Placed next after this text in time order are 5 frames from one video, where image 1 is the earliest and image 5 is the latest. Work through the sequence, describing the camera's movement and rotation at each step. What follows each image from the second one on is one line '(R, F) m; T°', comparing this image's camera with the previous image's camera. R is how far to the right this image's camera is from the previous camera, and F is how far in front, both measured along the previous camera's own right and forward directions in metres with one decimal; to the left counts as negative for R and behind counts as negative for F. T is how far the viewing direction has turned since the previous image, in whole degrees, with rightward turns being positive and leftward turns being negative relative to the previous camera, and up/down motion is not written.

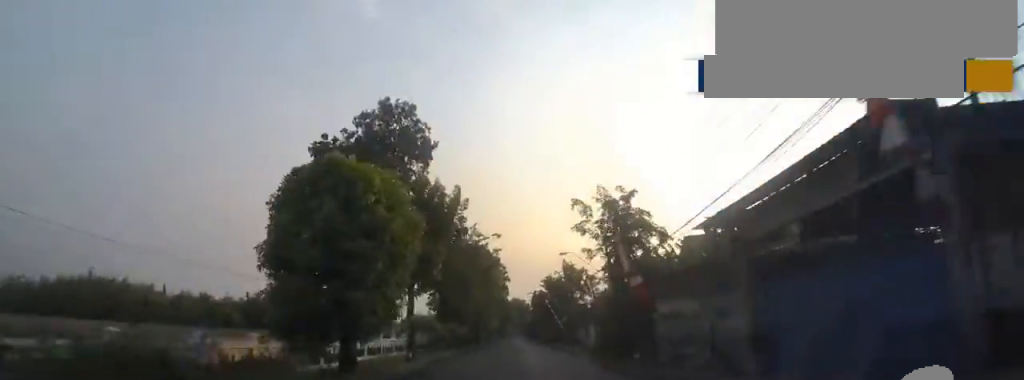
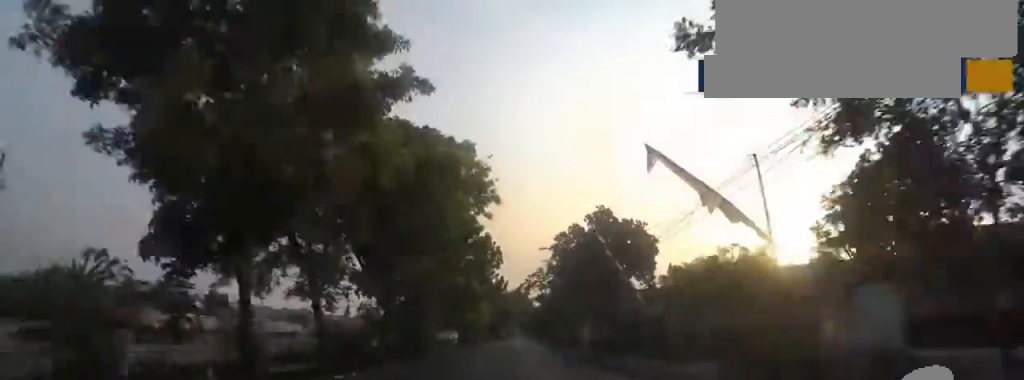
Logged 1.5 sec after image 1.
(+0.3, +38.2) m; 0°
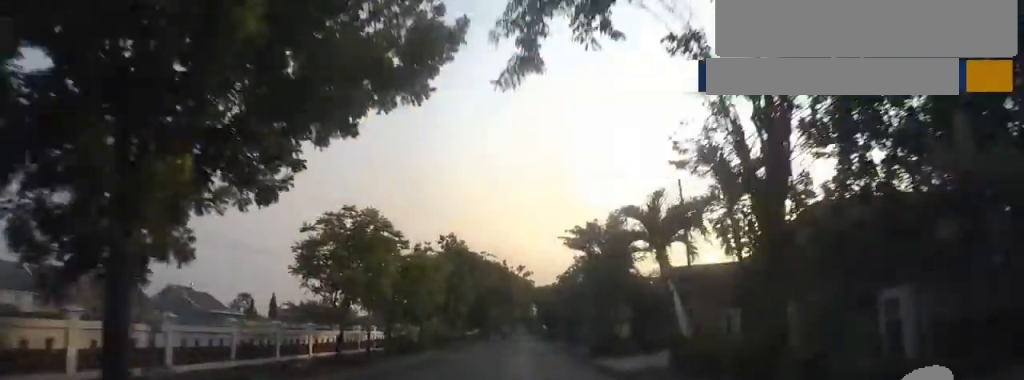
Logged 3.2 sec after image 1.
(+0.2, +40.9) m; 0°
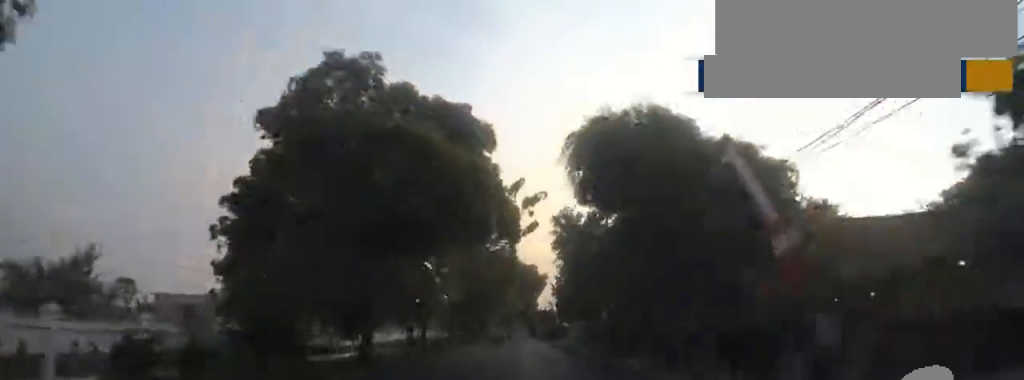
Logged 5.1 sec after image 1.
(0.0, +44.8) m; +2°
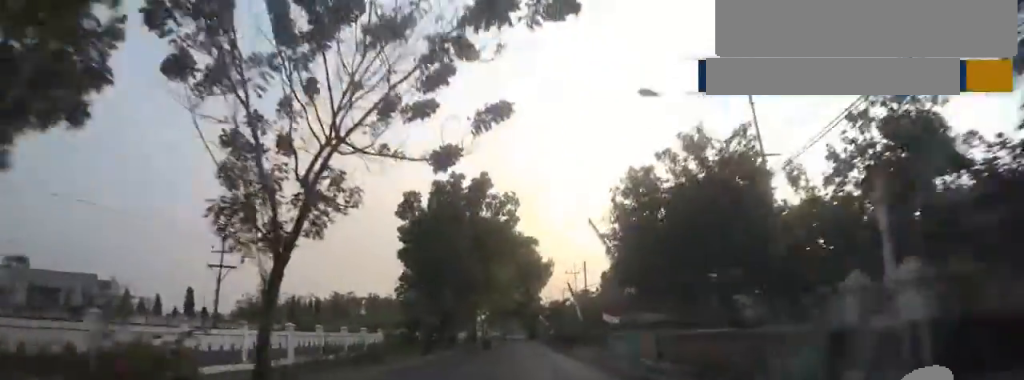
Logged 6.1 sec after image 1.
(+0.3, +24.7) m; -1°
